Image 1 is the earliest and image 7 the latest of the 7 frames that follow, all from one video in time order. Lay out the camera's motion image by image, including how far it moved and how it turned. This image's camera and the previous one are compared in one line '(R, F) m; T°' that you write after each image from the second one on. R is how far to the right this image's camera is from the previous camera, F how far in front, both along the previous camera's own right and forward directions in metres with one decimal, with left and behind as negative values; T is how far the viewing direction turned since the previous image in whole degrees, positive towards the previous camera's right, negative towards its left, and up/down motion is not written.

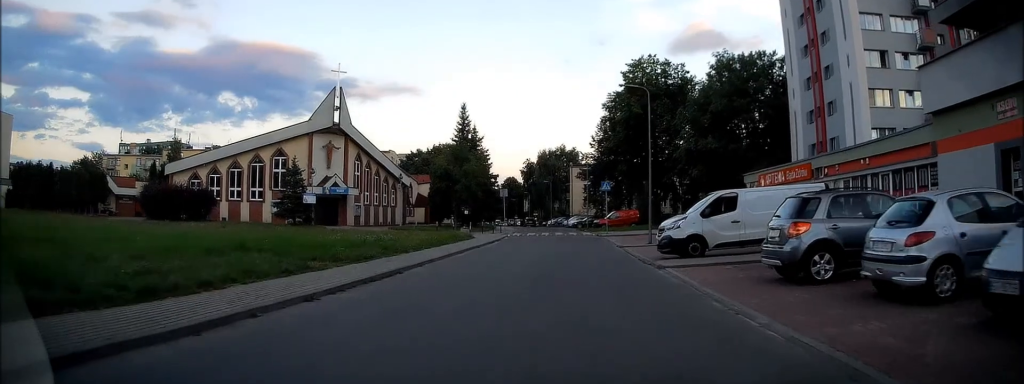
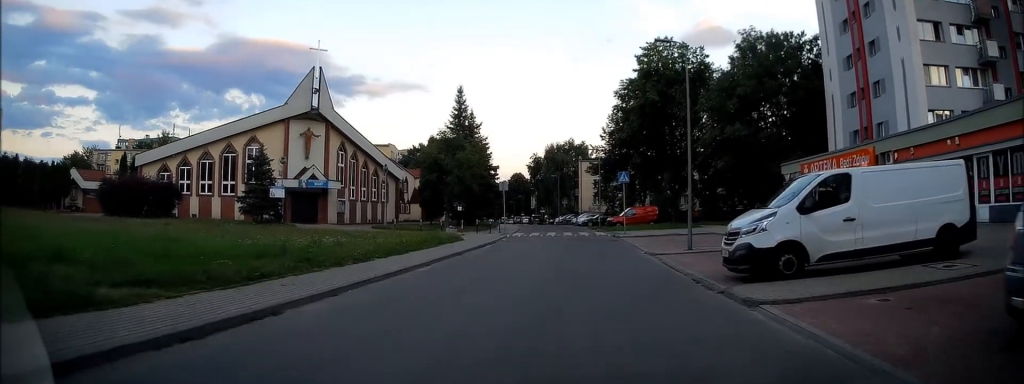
(-0.1, +7.0) m; 0°
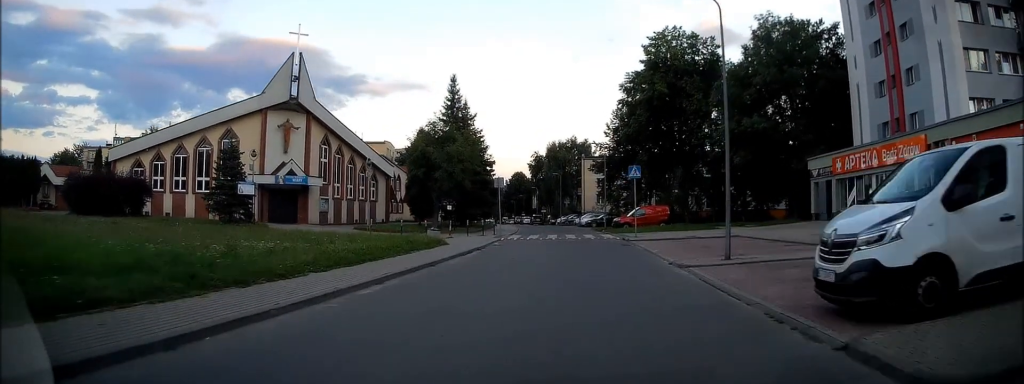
(0.0, +4.6) m; 0°
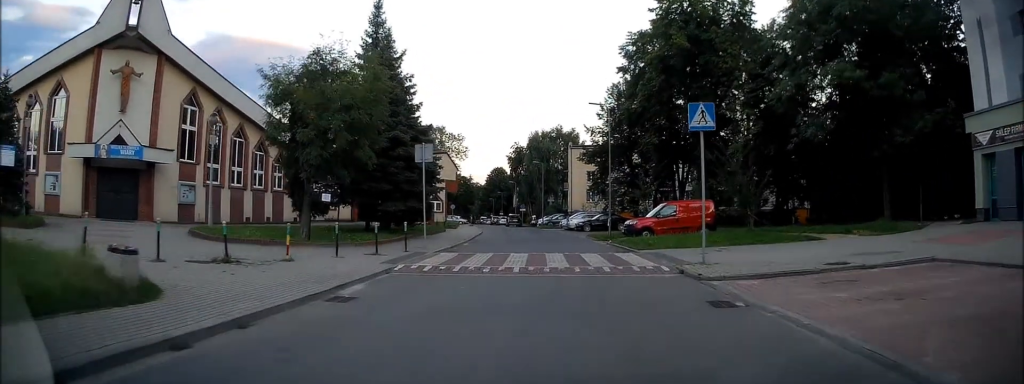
(+0.1, +18.2) m; +3°
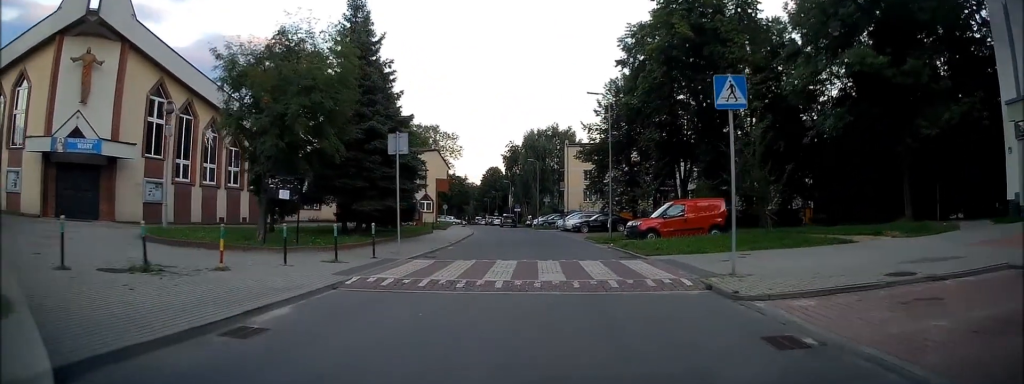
(0.0, +2.8) m; 0°
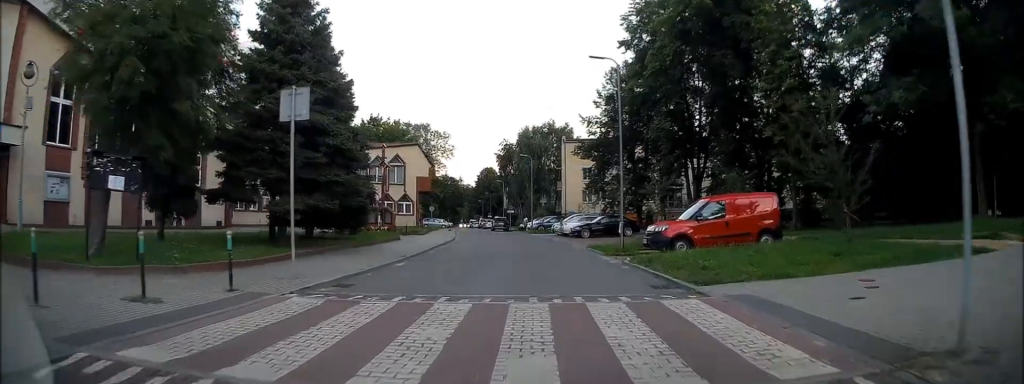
(-0.1, +6.9) m; -1°
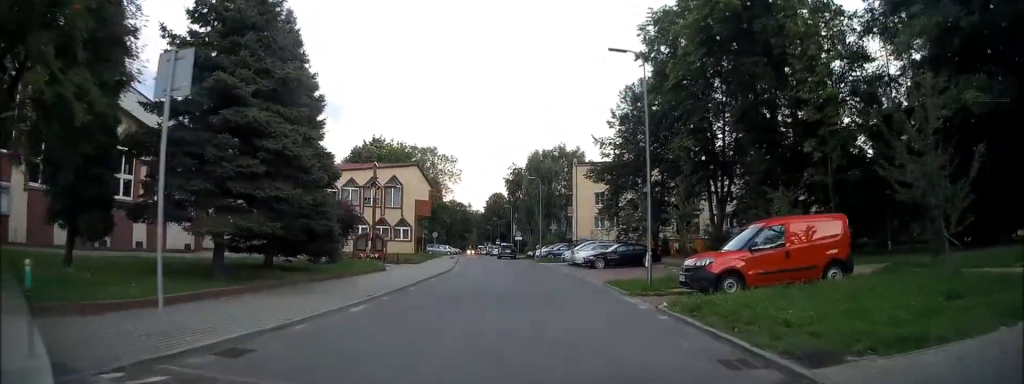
(0.0, +4.3) m; +1°
